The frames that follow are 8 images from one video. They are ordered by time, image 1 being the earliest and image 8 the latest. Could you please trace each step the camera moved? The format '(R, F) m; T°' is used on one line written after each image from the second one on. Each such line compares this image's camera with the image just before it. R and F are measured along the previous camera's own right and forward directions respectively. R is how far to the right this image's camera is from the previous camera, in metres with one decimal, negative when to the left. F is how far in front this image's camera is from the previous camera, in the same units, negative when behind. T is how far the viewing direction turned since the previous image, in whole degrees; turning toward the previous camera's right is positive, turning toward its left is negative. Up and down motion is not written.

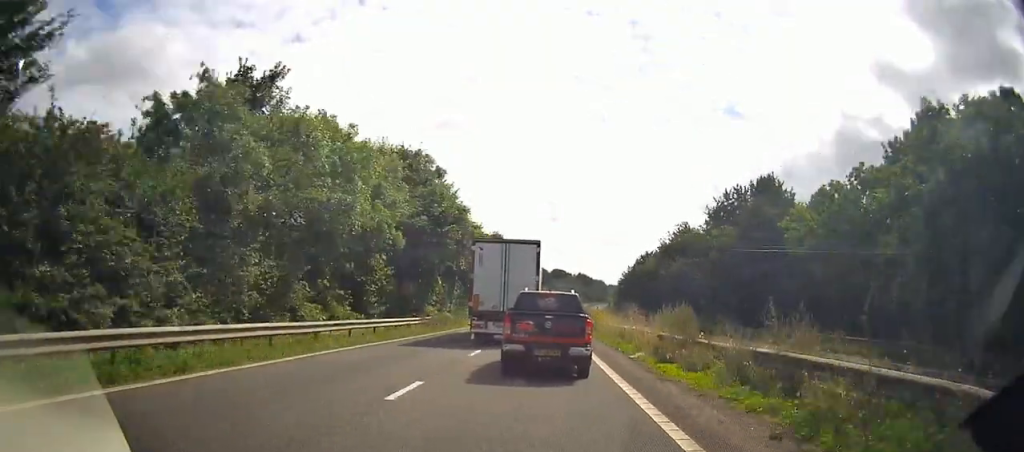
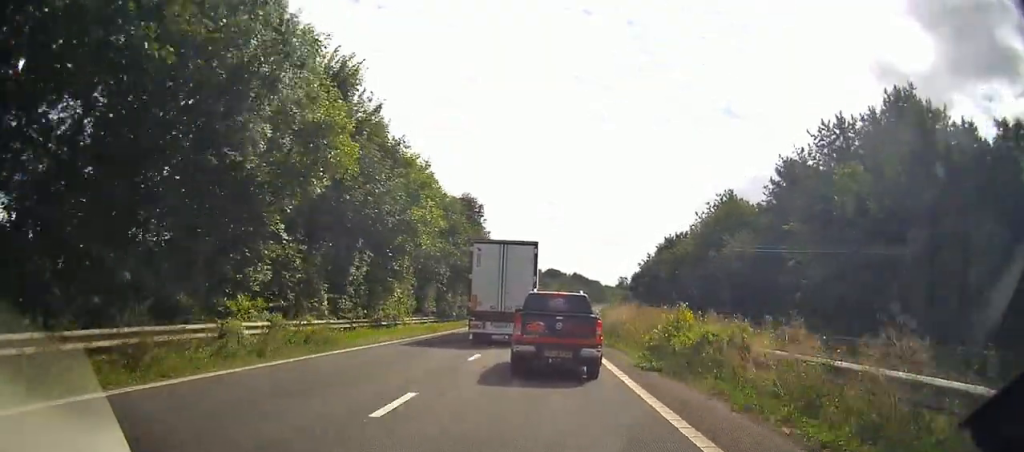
(-0.2, +27.7) m; 0°
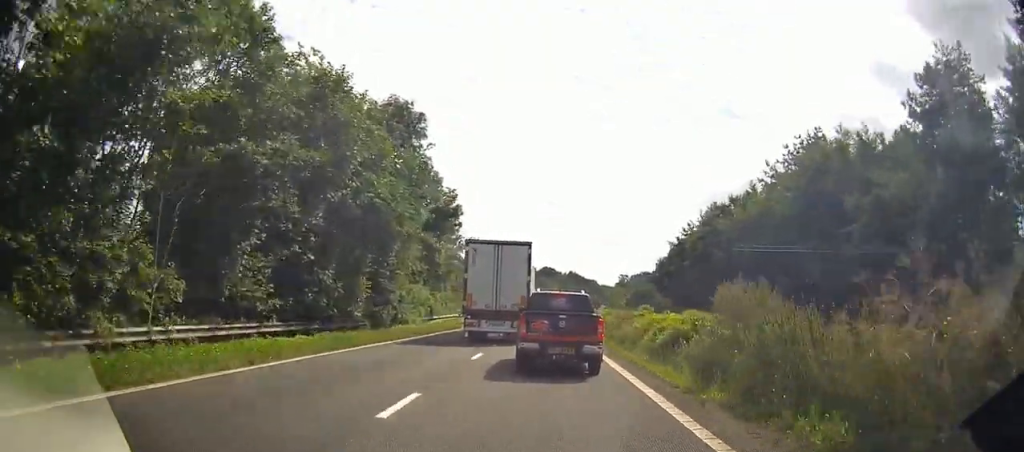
(+0.1, +26.6) m; +1°
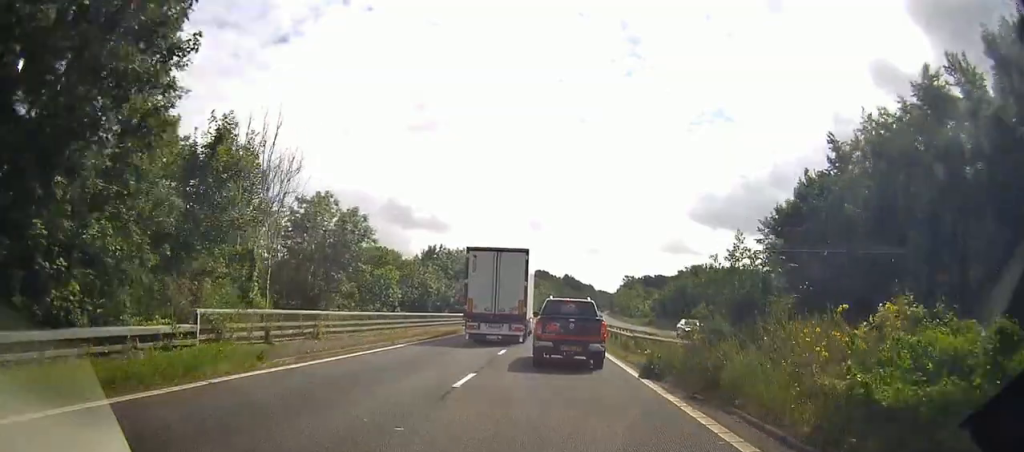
(+0.6, +42.1) m; +1°
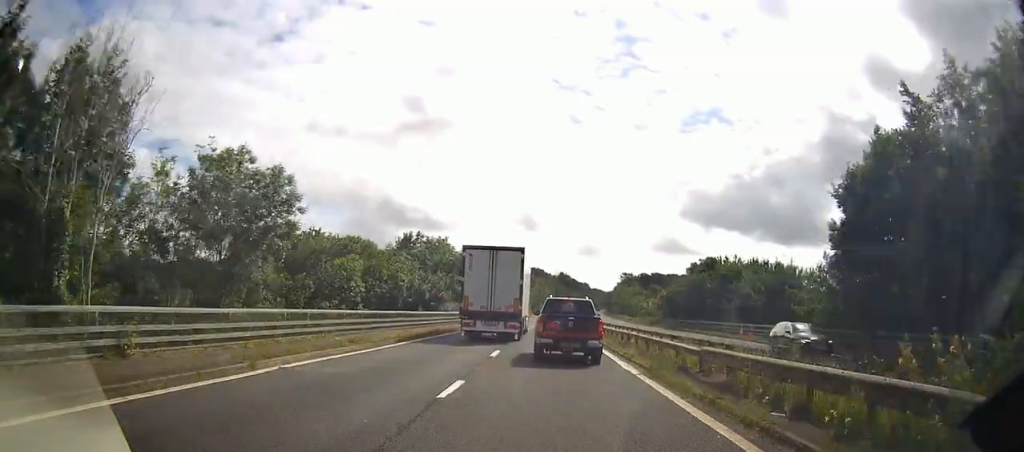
(+0.1, +10.3) m; 0°
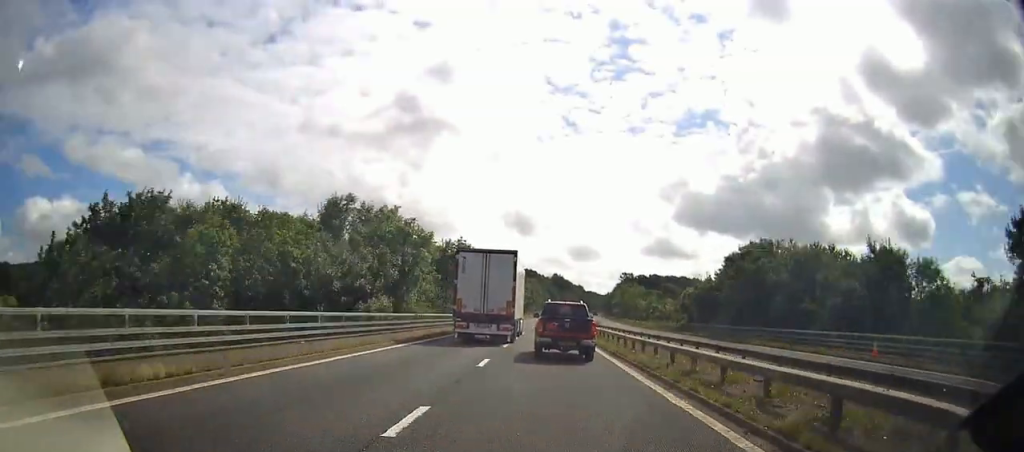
(0.0, +20.7) m; 0°
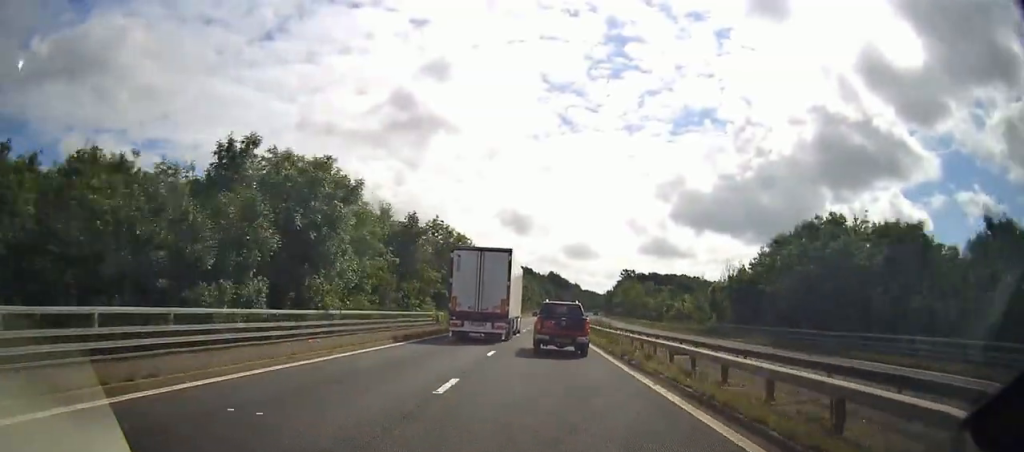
(0.0, +14.4) m; 0°
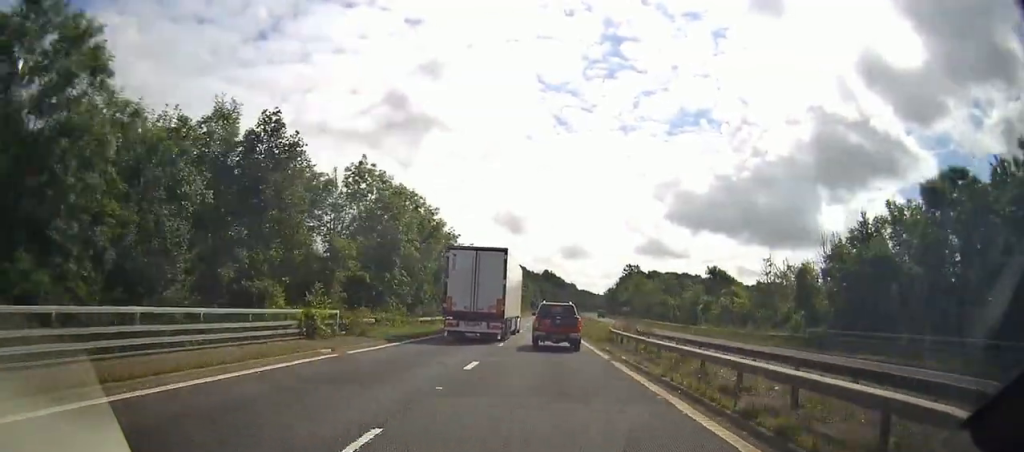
(0.0, +22.6) m; +1°
